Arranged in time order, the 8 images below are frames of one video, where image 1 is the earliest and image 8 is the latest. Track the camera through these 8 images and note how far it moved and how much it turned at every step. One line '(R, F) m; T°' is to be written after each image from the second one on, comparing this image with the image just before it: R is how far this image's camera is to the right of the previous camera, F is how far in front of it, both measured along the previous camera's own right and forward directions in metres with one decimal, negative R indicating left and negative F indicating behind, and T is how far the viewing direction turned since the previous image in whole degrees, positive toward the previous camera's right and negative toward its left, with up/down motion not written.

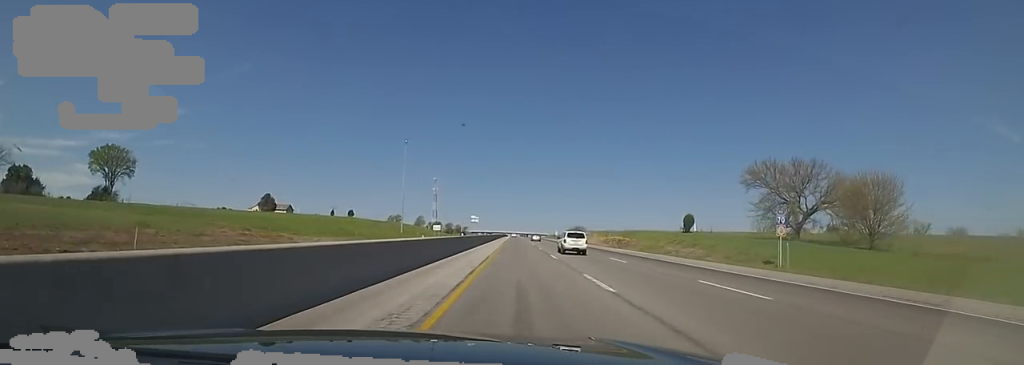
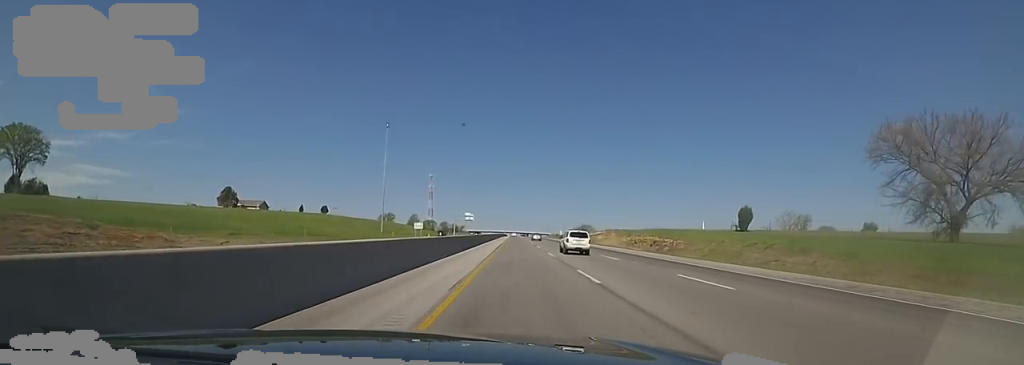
(-1.3, +28.4) m; 0°
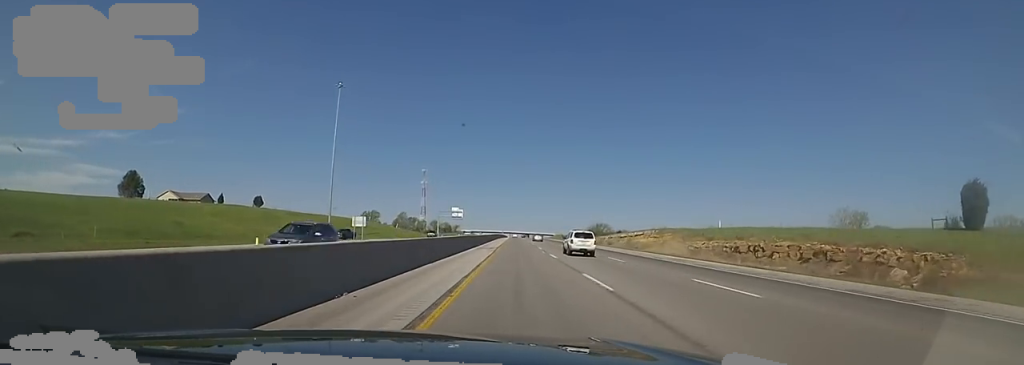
(+1.4, +47.6) m; +2°
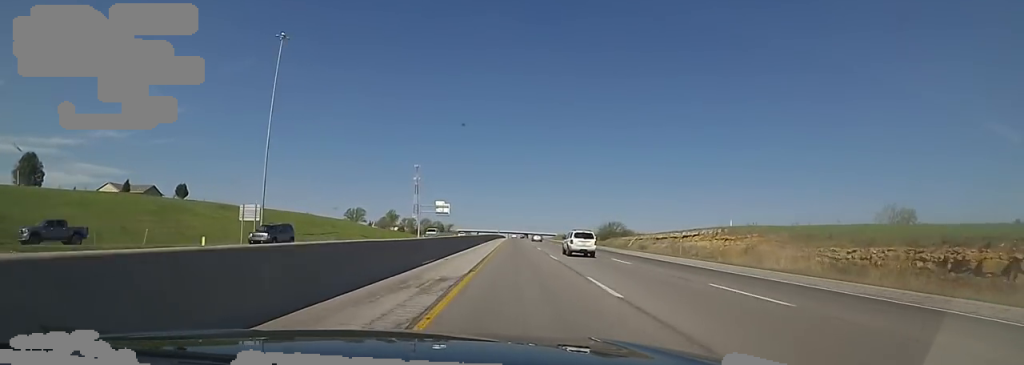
(0.0, +32.2) m; 0°
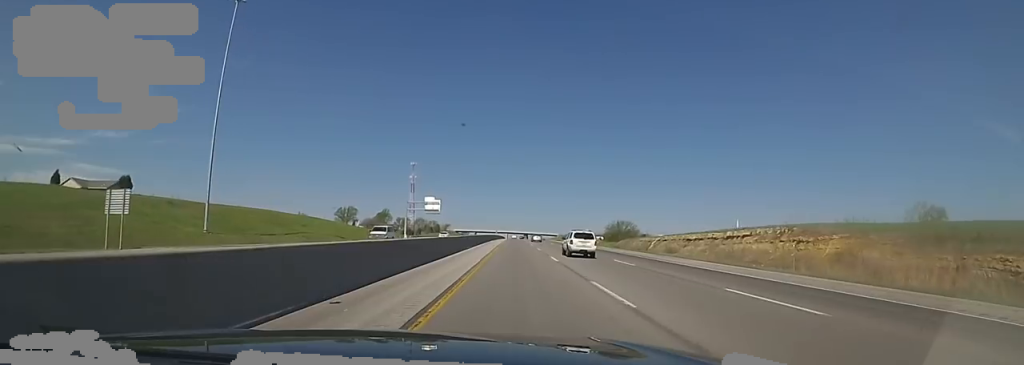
(0.0, +16.6) m; 0°
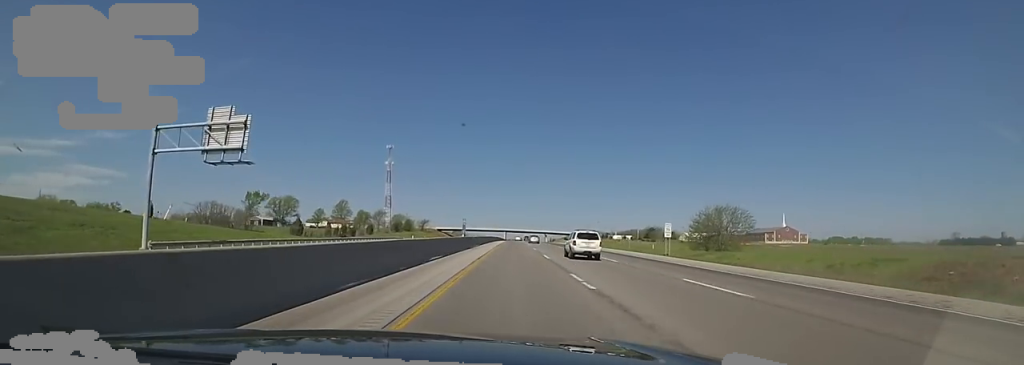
(+0.1, +88.4) m; 0°
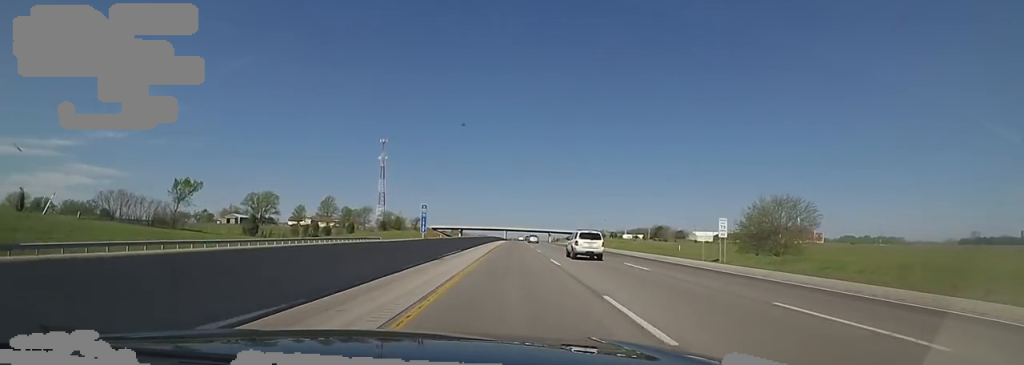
(0.0, +21.2) m; -1°
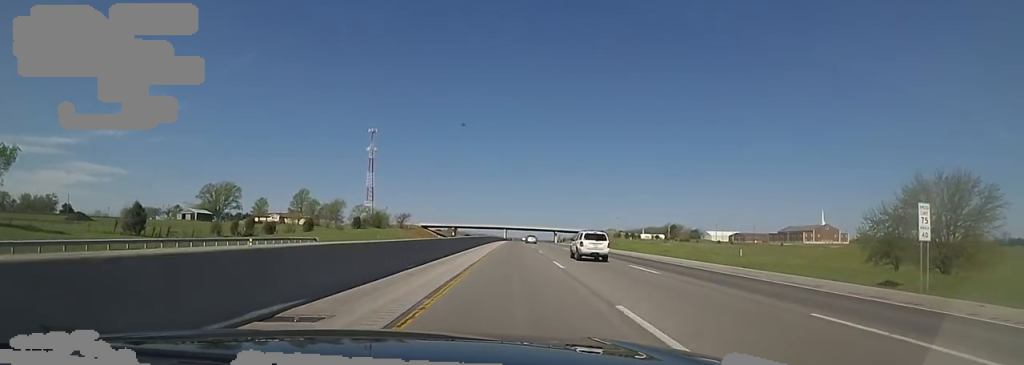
(-0.7, +31.7) m; -1°
